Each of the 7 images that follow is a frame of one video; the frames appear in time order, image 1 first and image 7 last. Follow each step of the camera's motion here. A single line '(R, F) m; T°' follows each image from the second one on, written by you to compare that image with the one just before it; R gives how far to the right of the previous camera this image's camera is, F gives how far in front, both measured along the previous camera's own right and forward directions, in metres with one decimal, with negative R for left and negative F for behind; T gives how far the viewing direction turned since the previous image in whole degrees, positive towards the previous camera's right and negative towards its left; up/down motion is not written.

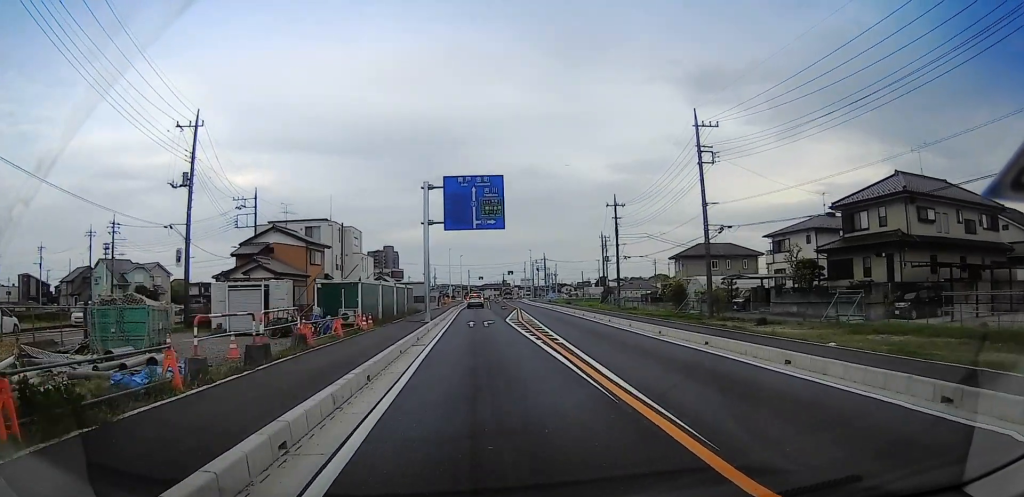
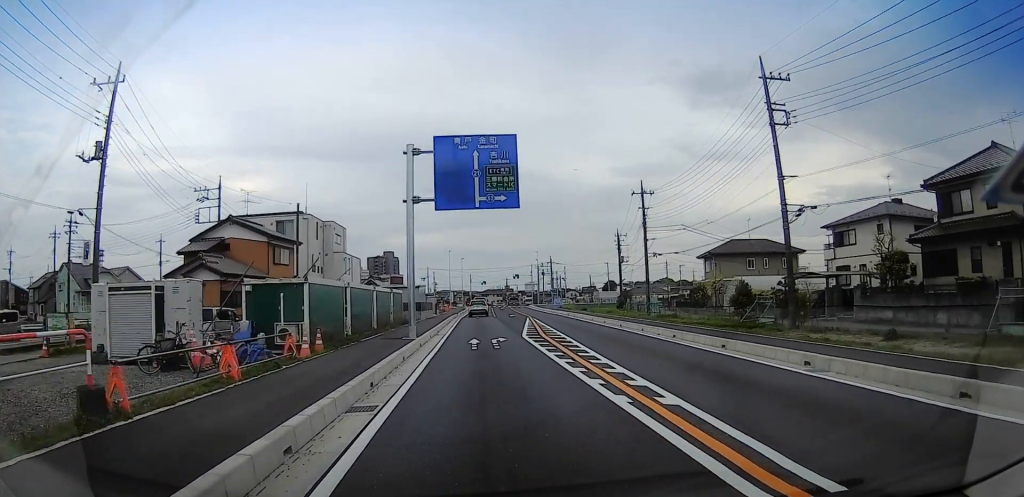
(0.0, +10.1) m; 0°
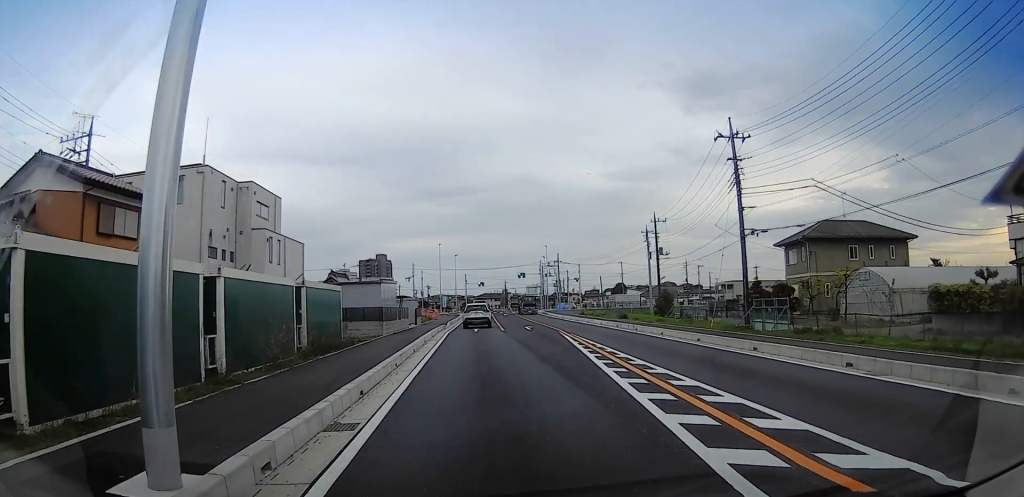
(+0.3, +23.1) m; +5°
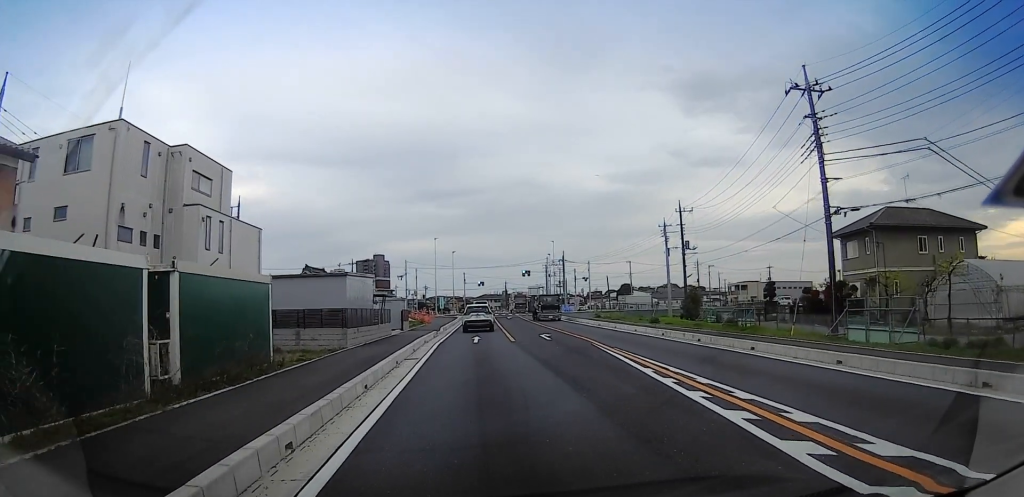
(+0.6, +11.4) m; +2°
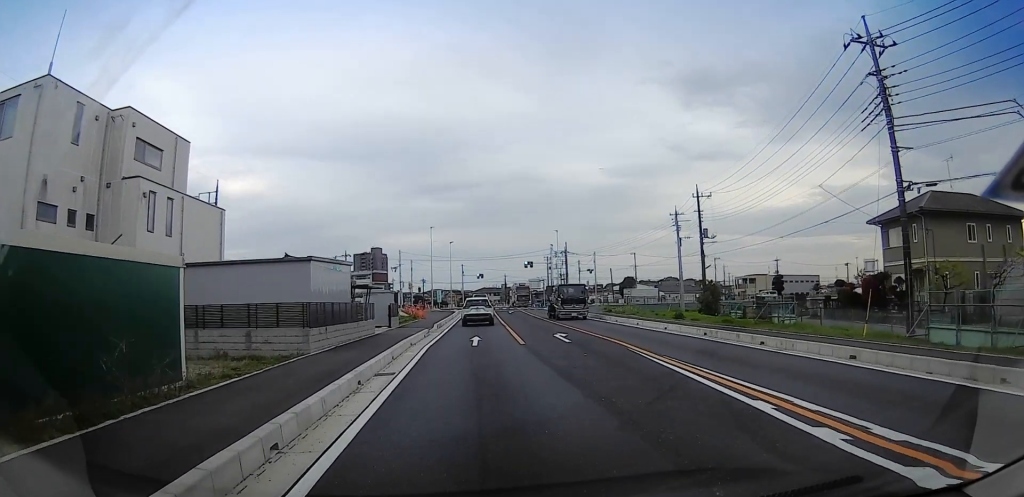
(-0.3, +6.2) m; -4°
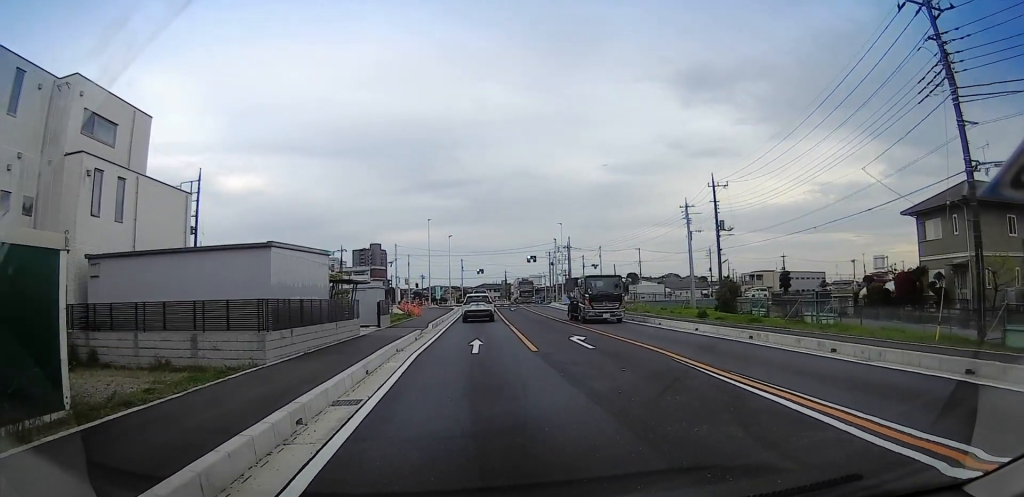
(-0.1, +4.2) m; -2°
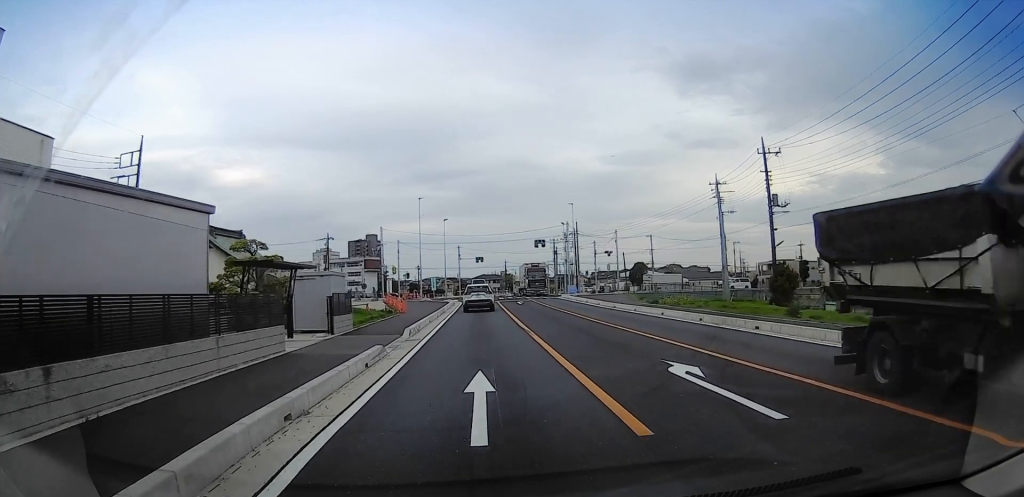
(-0.3, +10.7) m; -1°
